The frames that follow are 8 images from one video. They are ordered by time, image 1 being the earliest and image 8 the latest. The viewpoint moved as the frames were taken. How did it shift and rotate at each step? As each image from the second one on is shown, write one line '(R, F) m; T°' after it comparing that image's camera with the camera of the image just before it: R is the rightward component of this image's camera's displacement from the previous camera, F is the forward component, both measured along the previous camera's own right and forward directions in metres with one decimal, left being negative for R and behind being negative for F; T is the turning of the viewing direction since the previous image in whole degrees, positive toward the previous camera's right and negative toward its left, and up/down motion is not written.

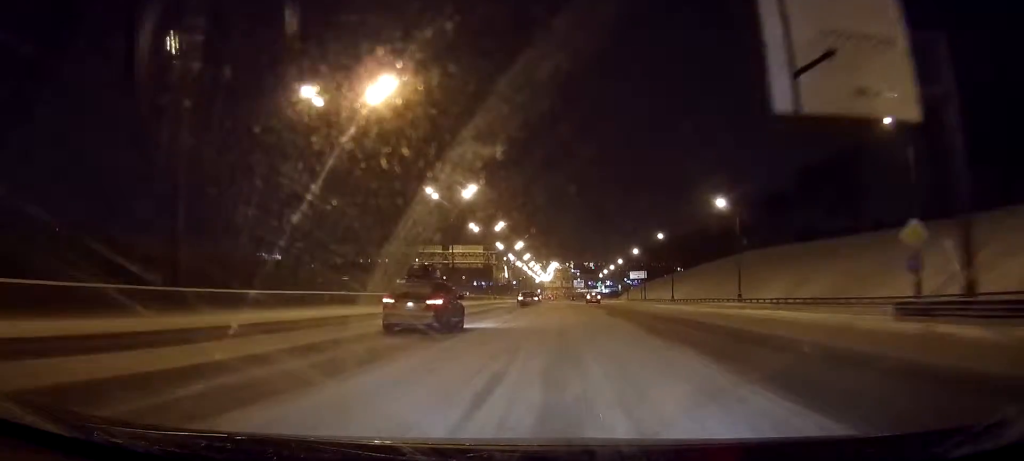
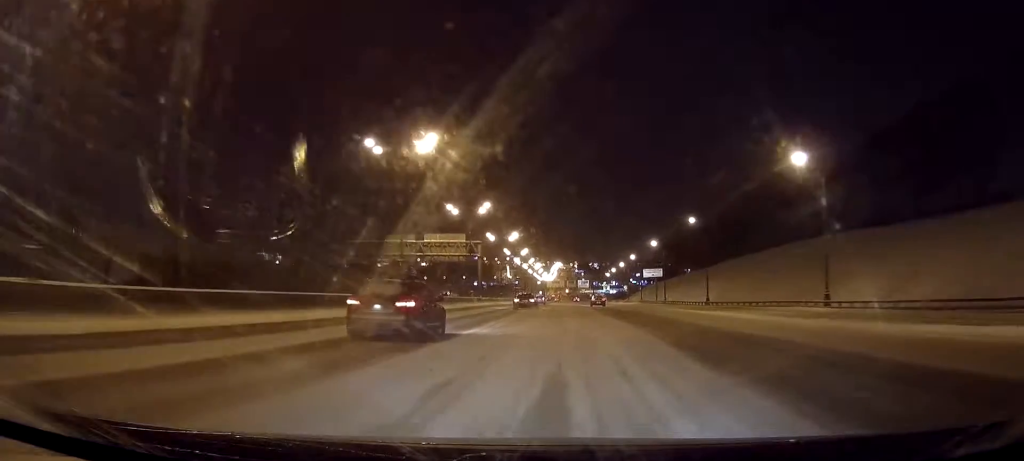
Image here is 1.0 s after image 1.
(+0.1, +25.0) m; 0°
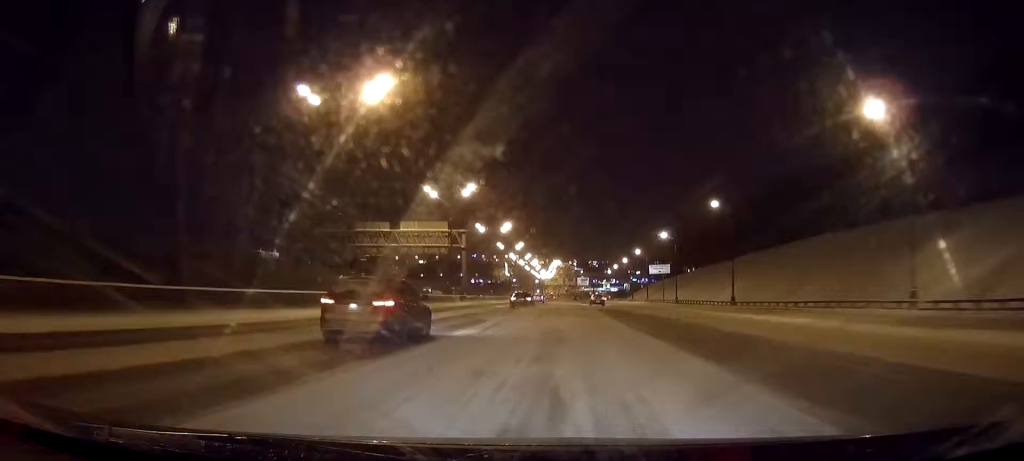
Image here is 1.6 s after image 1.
(0.0, +13.6) m; 0°
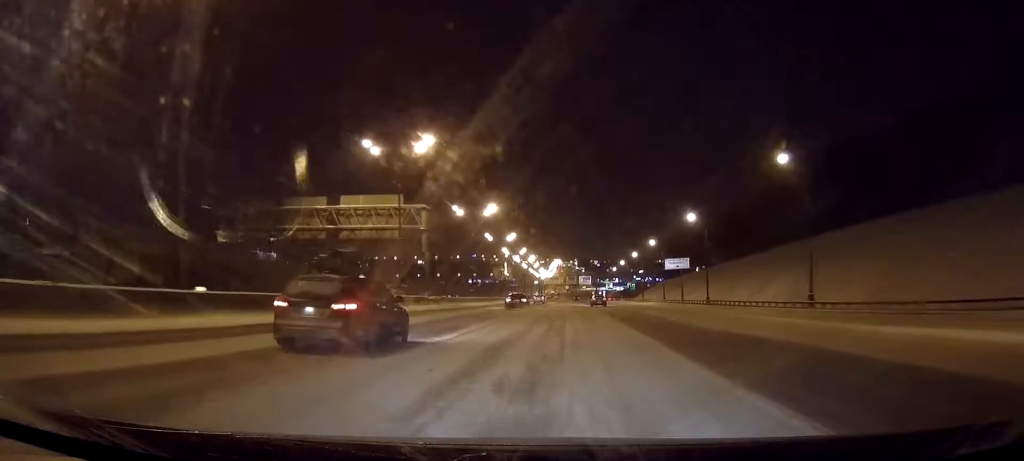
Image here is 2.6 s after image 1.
(+0.1, +23.3) m; 0°
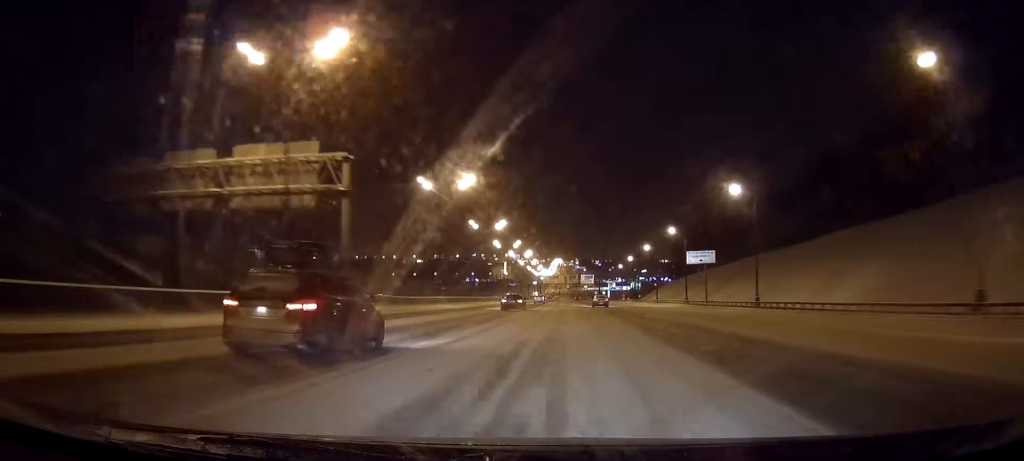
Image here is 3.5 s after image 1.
(+0.1, +22.0) m; 0°
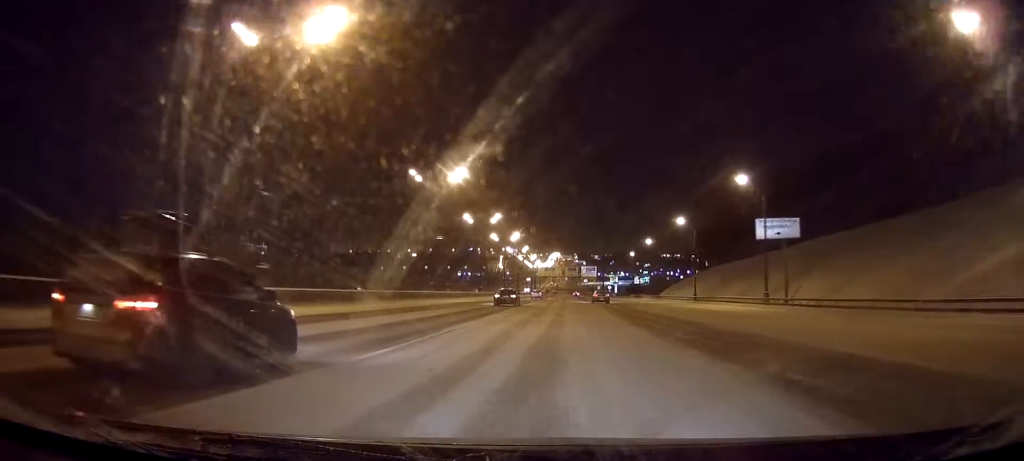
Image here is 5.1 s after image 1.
(0.0, +40.8) m; 0°
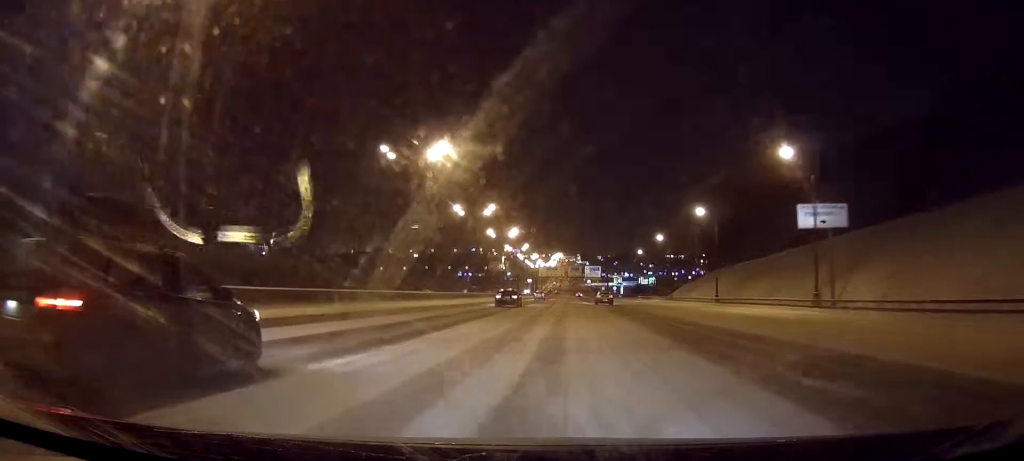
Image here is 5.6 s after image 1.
(0.0, +11.8) m; 0°
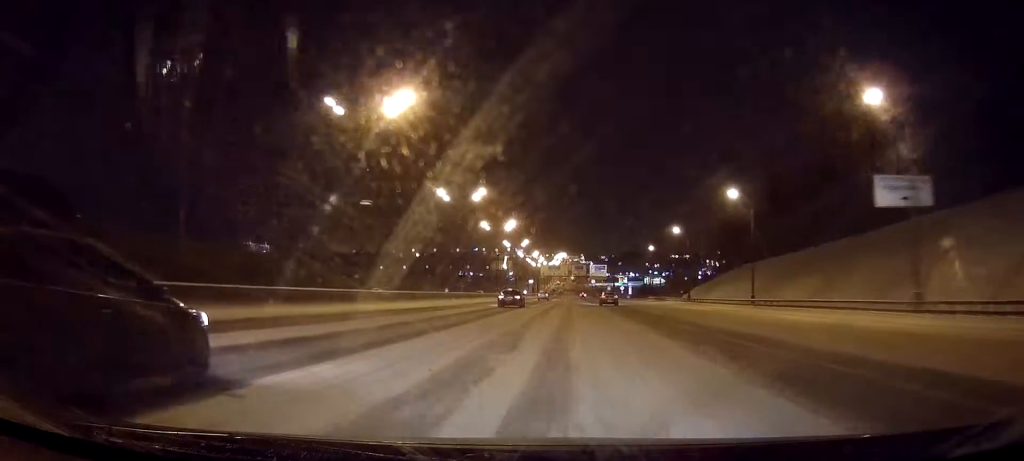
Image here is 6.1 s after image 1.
(0.0, +14.6) m; 0°
